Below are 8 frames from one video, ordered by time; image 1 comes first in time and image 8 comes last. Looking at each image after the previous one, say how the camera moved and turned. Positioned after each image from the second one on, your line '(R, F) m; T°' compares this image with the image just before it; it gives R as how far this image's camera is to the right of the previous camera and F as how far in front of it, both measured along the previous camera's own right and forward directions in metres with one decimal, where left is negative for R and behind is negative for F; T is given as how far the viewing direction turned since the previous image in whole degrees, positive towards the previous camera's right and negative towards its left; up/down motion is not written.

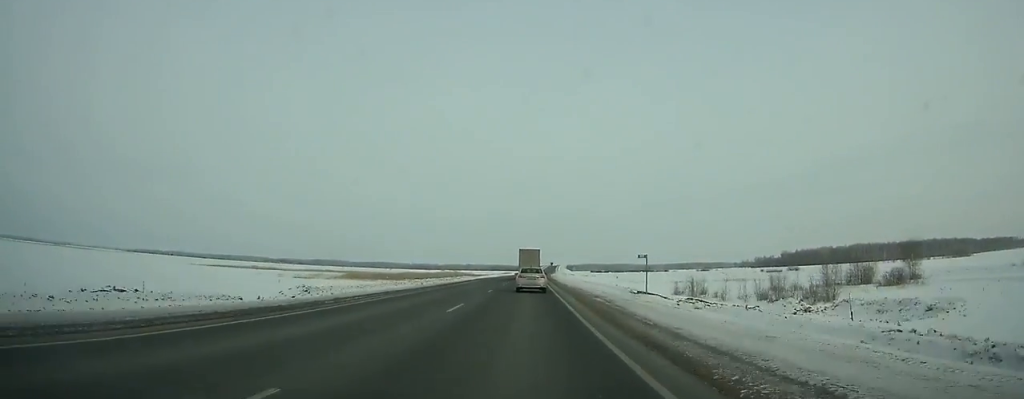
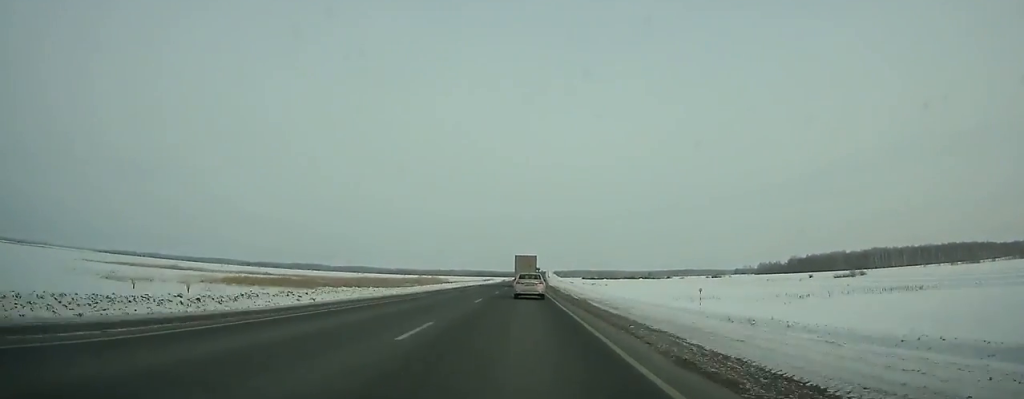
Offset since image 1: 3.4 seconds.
(+0.2, +71.7) m; +1°
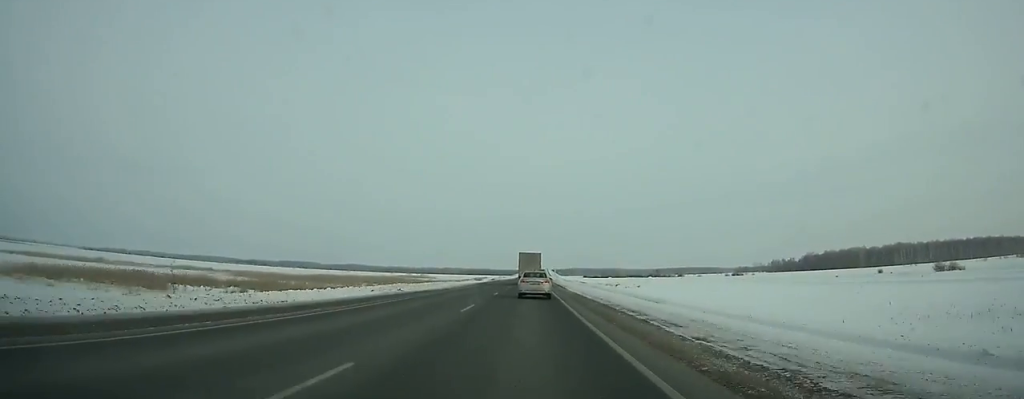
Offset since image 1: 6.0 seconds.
(+0.3, +53.8) m; +1°
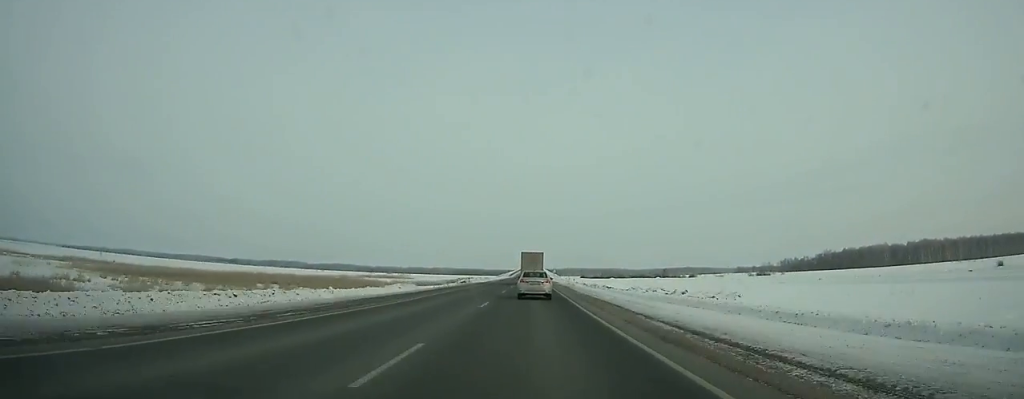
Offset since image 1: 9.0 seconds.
(+0.5, +61.3) m; +1°
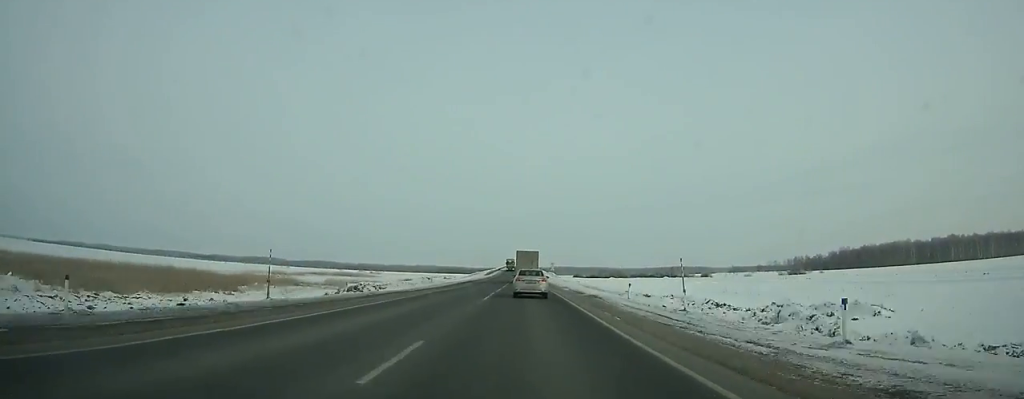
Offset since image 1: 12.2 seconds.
(+0.5, +64.8) m; +1°
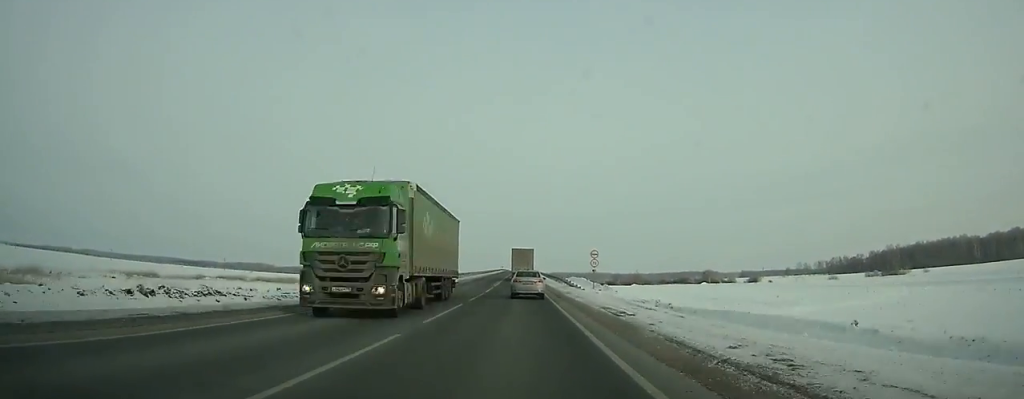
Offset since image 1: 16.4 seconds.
(+0.5, +84.8) m; 0°
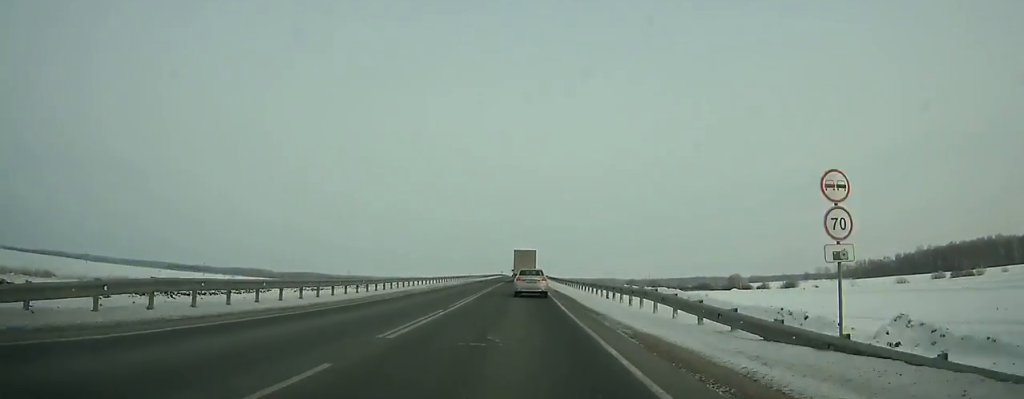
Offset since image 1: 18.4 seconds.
(-0.1, +40.4) m; 0°
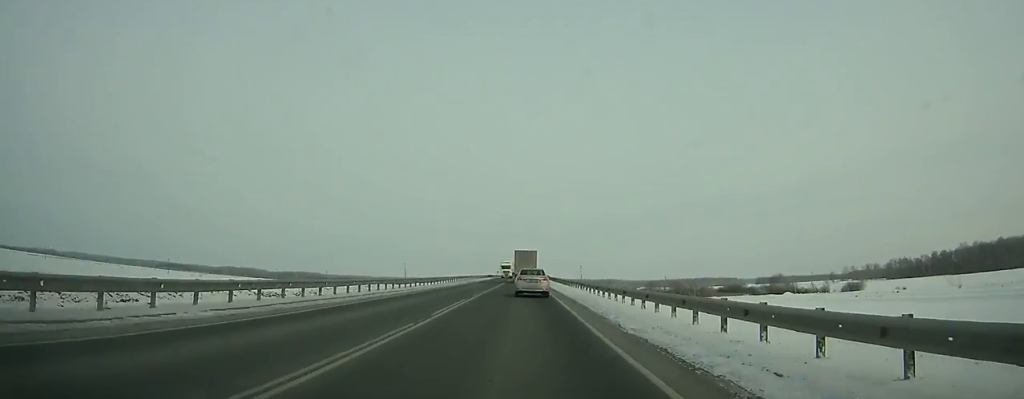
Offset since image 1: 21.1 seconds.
(0.0, +54.4) m; 0°
